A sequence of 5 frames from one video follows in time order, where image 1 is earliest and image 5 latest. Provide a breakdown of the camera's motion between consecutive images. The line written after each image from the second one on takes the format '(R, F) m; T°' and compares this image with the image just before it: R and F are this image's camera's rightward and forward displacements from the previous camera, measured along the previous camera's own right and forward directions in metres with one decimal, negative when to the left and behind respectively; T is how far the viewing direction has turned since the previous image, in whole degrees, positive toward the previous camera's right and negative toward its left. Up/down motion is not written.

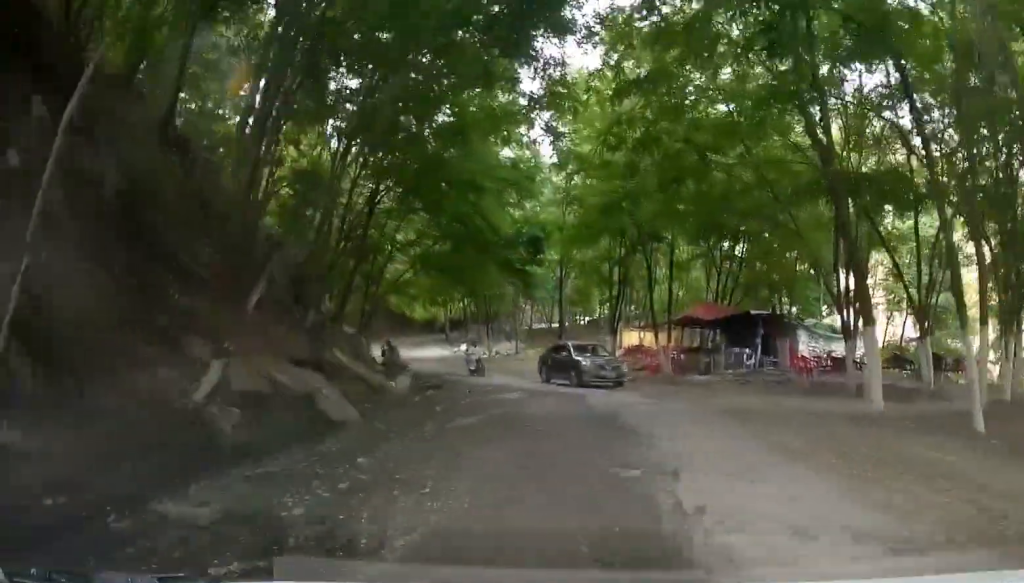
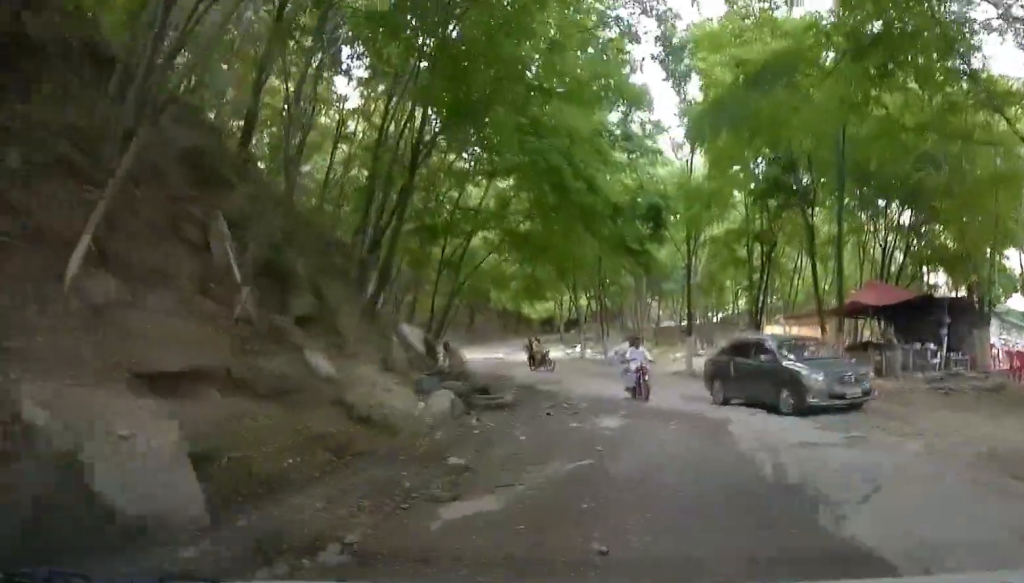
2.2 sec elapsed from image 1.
(0.0, +6.7) m; +1°
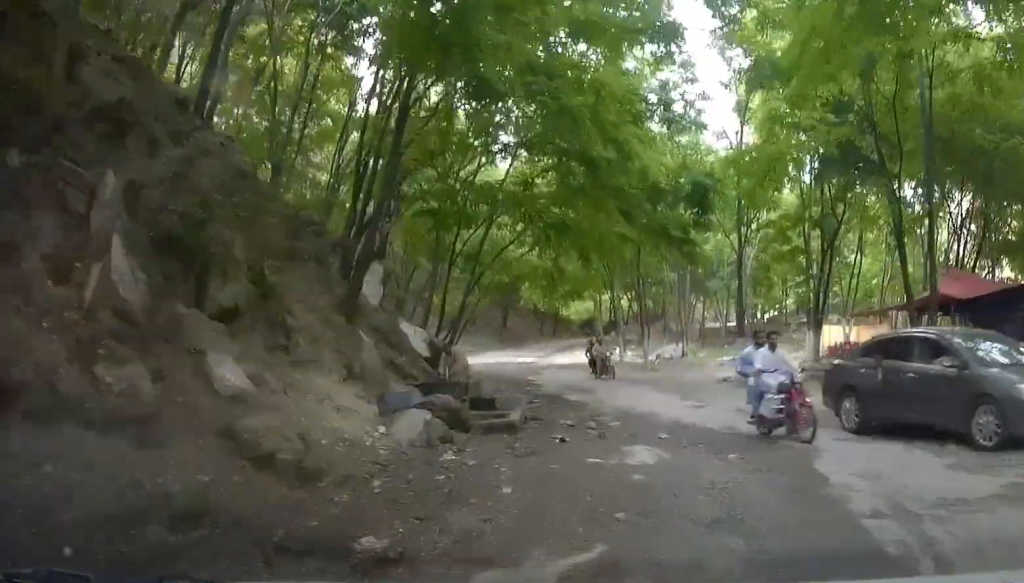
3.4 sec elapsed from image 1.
(0.0, +3.3) m; -6°
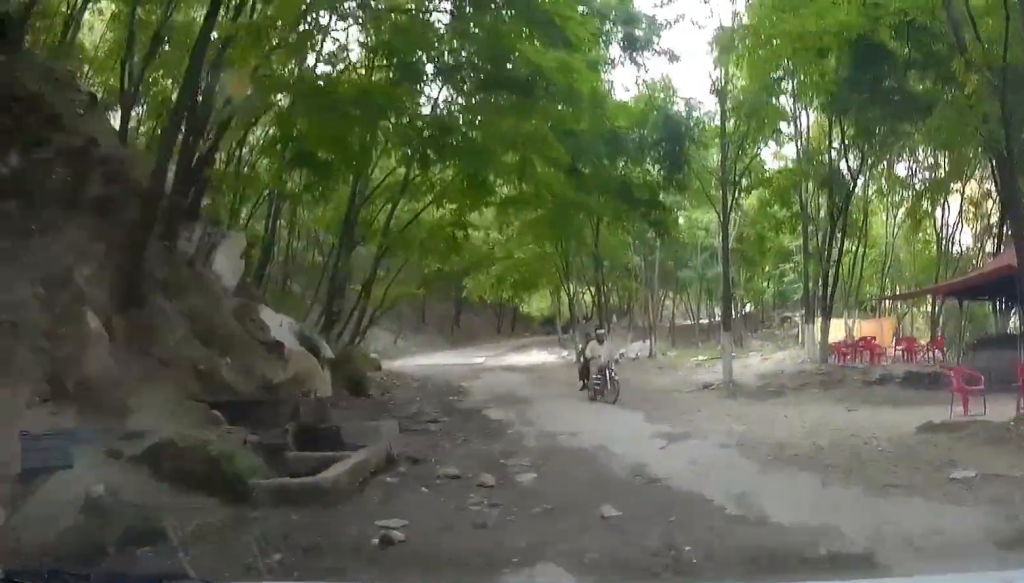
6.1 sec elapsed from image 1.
(-1.0, +6.2) m; -15°
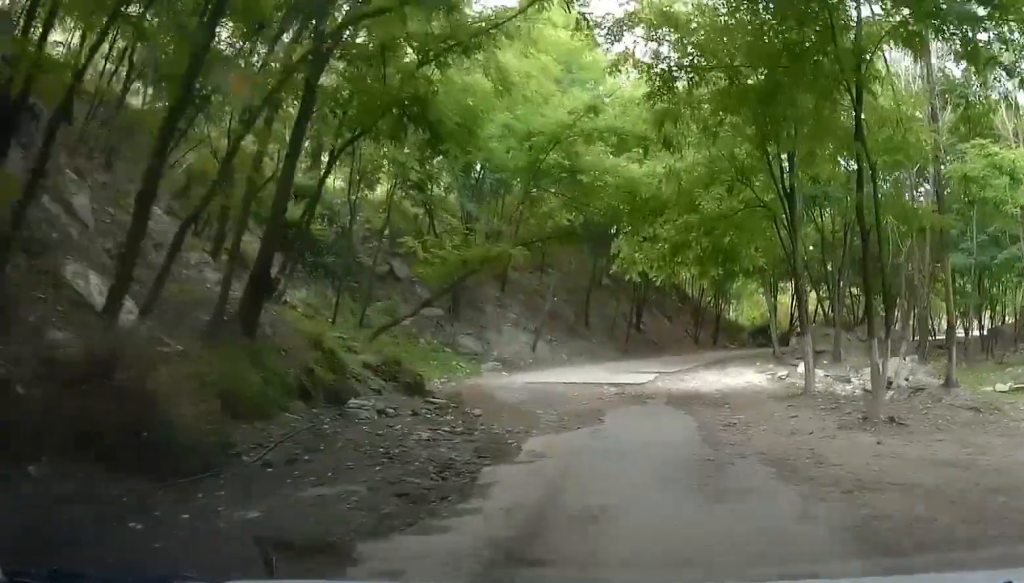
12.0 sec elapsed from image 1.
(-0.7, +13.4) m; -11°
